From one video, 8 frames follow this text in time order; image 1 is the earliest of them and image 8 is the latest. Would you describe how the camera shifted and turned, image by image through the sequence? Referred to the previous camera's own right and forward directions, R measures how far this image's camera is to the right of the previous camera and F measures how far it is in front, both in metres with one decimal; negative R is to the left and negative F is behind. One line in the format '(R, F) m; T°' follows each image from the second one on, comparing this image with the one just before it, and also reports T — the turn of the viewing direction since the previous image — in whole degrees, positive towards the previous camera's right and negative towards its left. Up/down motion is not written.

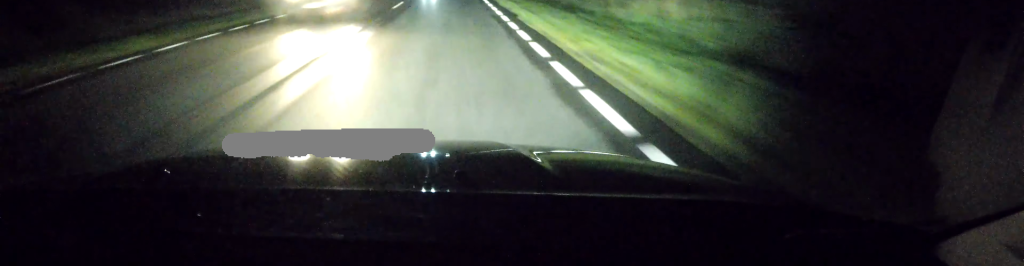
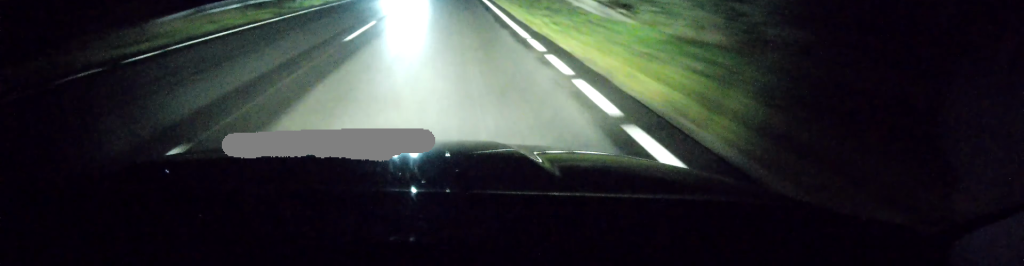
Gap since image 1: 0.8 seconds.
(0.0, +21.5) m; 0°
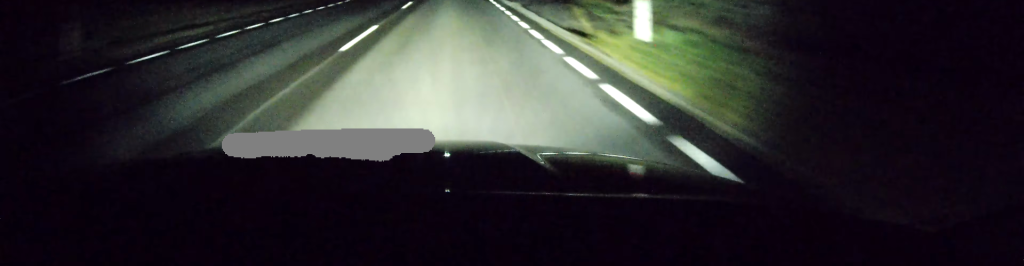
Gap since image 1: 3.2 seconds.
(+0.4, +60.7) m; 0°
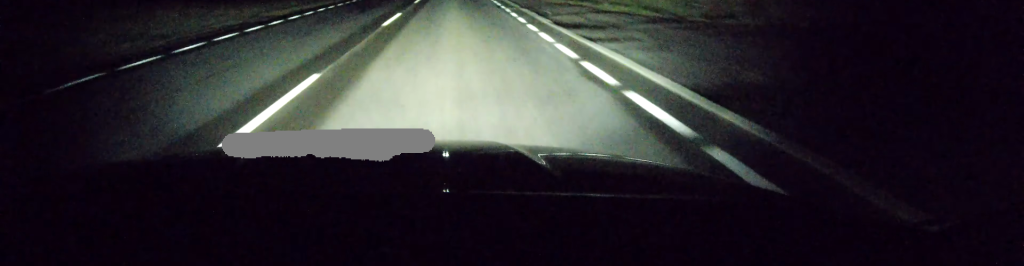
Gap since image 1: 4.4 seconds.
(-0.3, +30.7) m; -1°
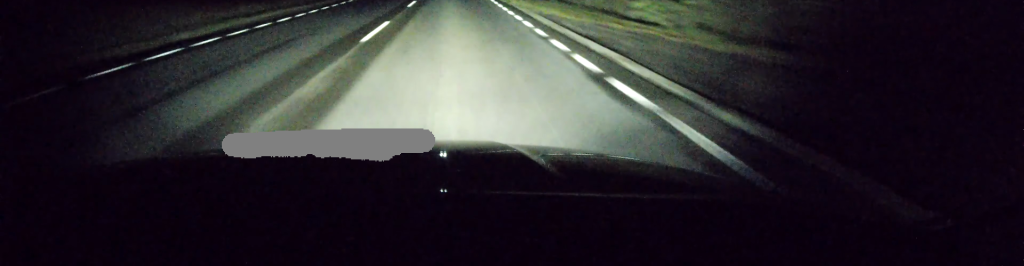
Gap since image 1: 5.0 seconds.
(0.0, +15.3) m; +1°
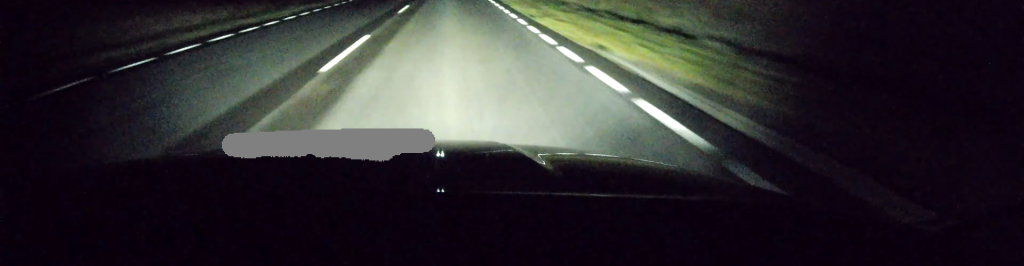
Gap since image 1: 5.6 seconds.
(0.0, +15.3) m; +1°
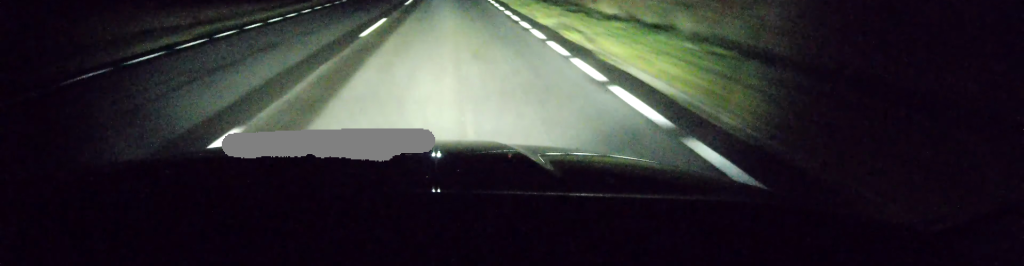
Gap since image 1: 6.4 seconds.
(+0.4, +19.3) m; +1°
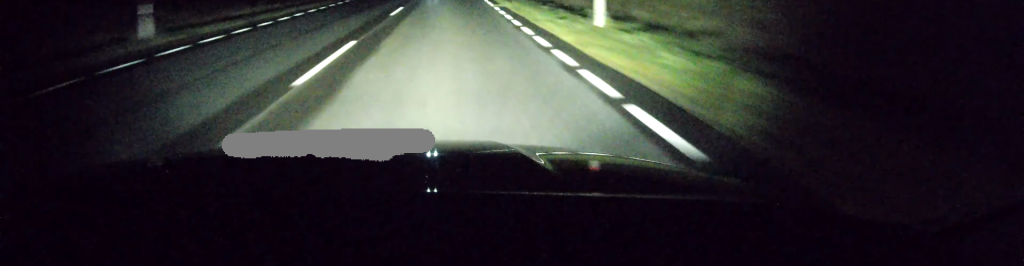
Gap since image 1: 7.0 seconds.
(-0.1, +16.8) m; 0°
